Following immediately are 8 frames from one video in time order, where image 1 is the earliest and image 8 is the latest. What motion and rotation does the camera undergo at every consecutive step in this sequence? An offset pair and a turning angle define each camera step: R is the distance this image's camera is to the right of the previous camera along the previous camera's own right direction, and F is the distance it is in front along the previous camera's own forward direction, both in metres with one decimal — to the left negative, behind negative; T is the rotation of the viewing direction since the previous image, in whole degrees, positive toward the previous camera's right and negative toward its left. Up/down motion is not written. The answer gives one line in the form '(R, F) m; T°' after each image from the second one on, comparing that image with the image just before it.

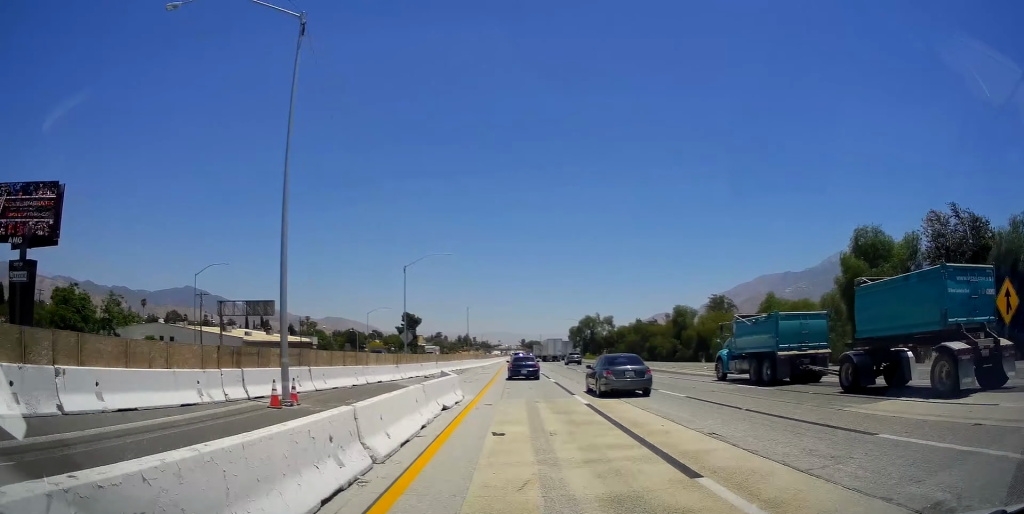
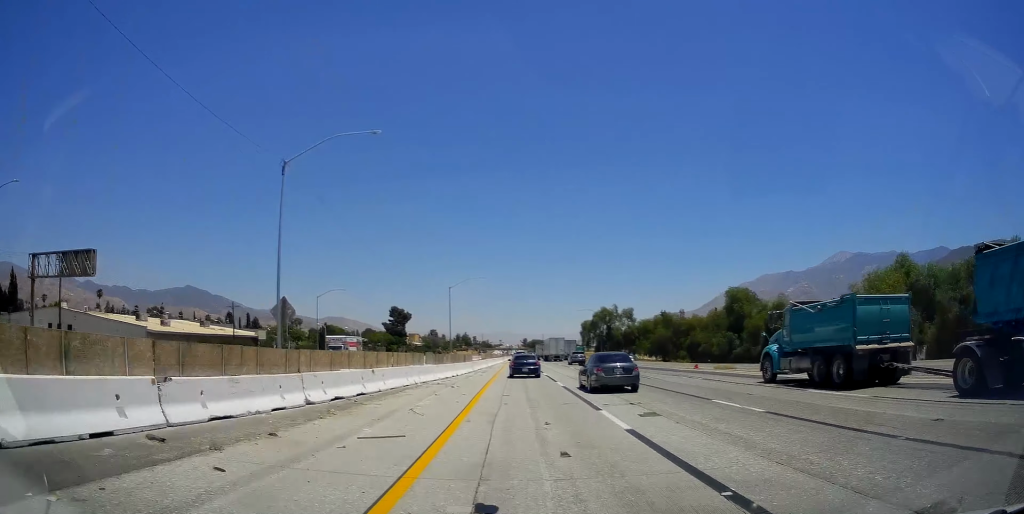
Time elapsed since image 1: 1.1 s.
(0.0, +36.4) m; 0°
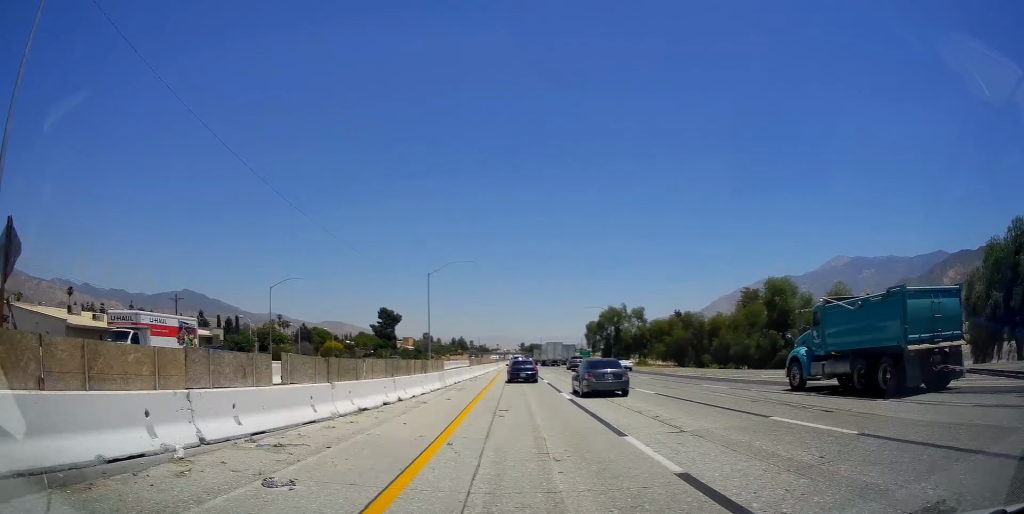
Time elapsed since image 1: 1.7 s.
(0.0, +18.0) m; 0°
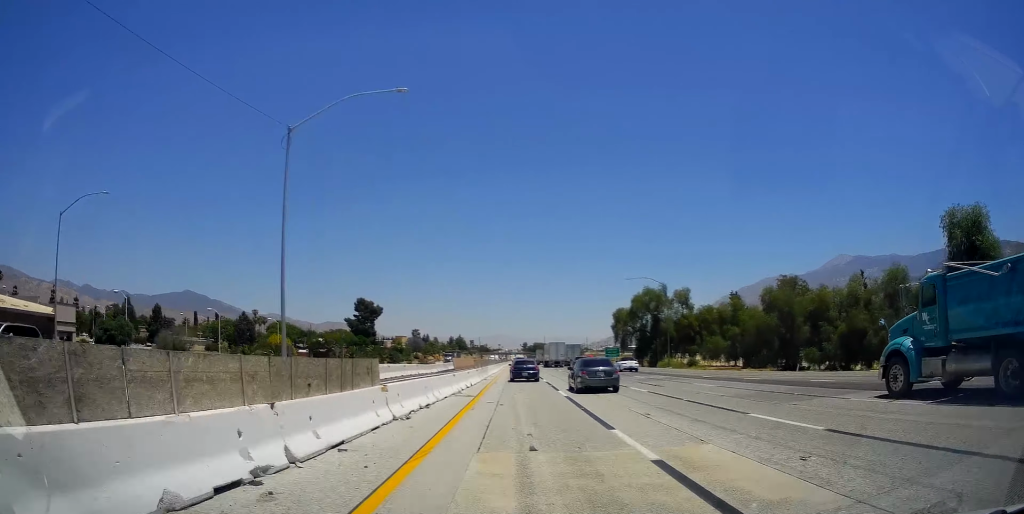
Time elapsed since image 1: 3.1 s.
(0.0, +41.9) m; 0°
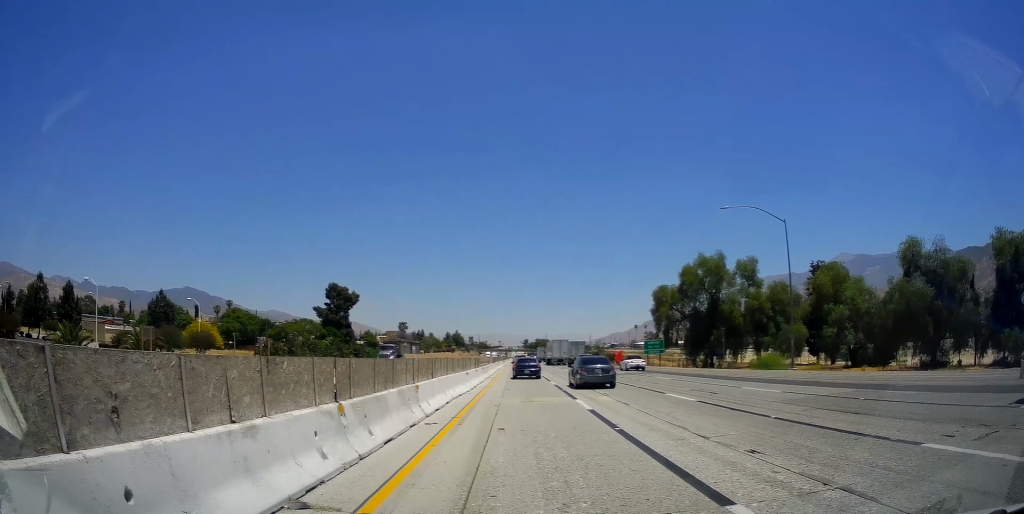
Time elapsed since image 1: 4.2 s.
(0.0, +35.0) m; 0°
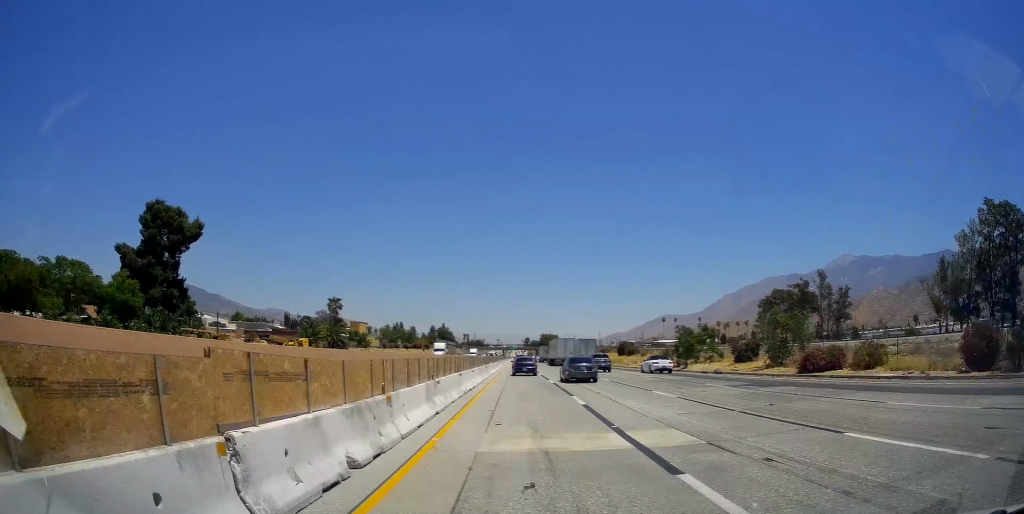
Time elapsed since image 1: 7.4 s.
(0.0, +102.0) m; 0°
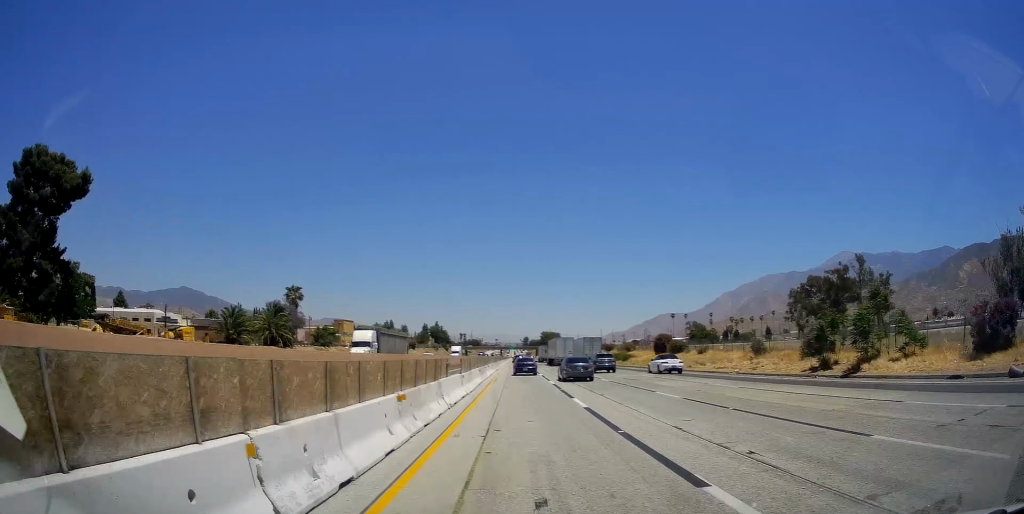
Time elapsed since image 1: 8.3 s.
(0.0, +29.6) m; 0°
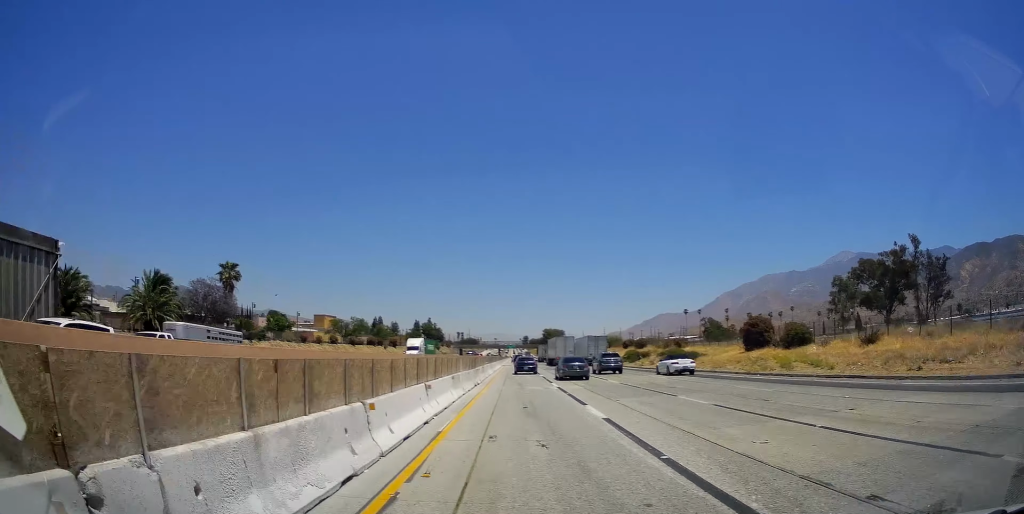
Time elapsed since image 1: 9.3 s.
(0.0, +31.6) m; 0°
